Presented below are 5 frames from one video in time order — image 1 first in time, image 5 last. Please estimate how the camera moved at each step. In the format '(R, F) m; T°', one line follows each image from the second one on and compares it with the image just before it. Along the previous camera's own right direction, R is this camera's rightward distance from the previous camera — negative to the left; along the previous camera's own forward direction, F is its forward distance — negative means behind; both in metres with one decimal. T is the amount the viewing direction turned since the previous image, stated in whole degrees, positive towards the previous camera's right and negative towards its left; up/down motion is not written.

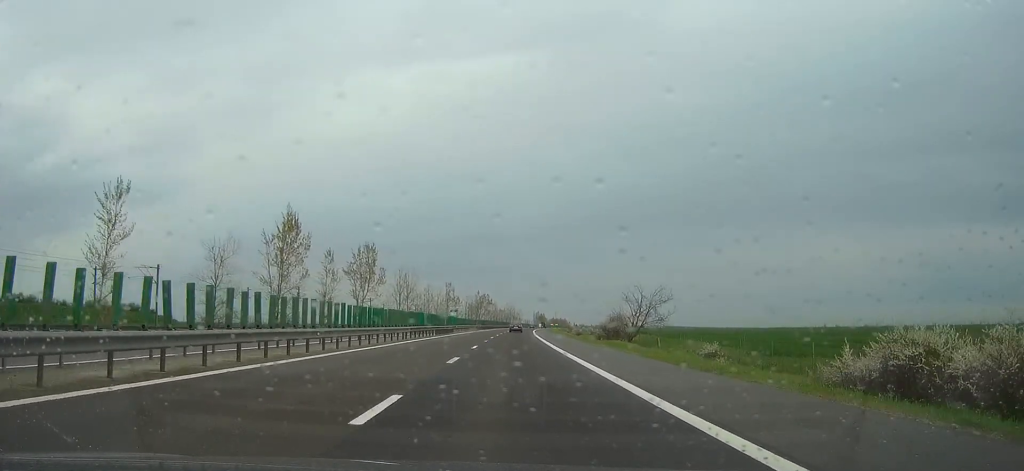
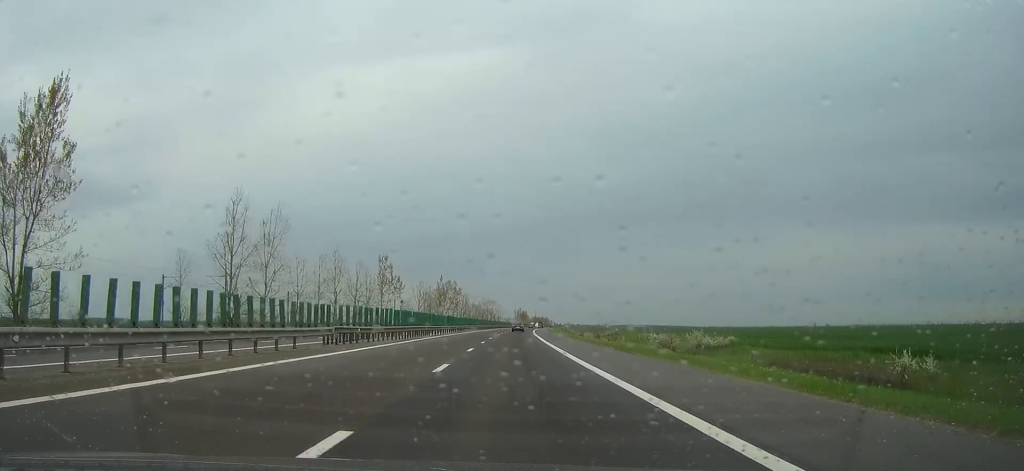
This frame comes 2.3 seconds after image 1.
(+2.0, +91.2) m; +1°
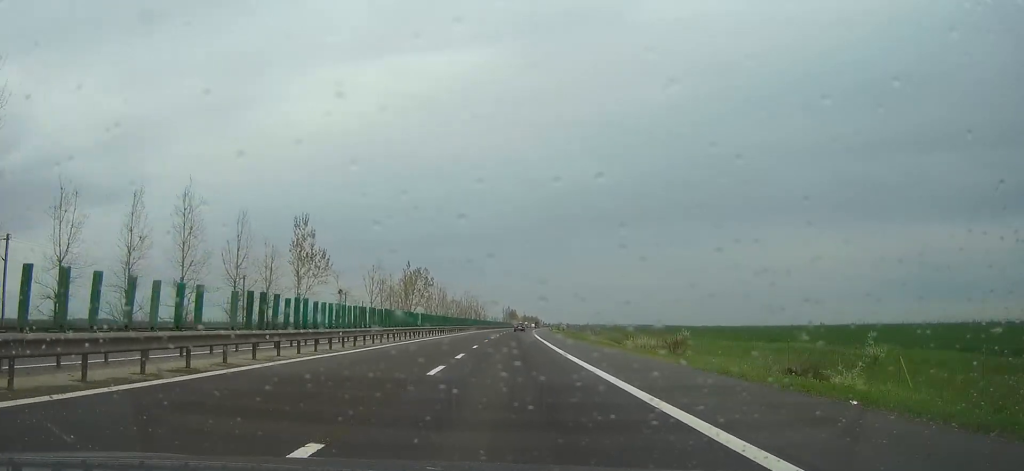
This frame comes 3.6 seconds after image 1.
(0.0, +50.6) m; 0°
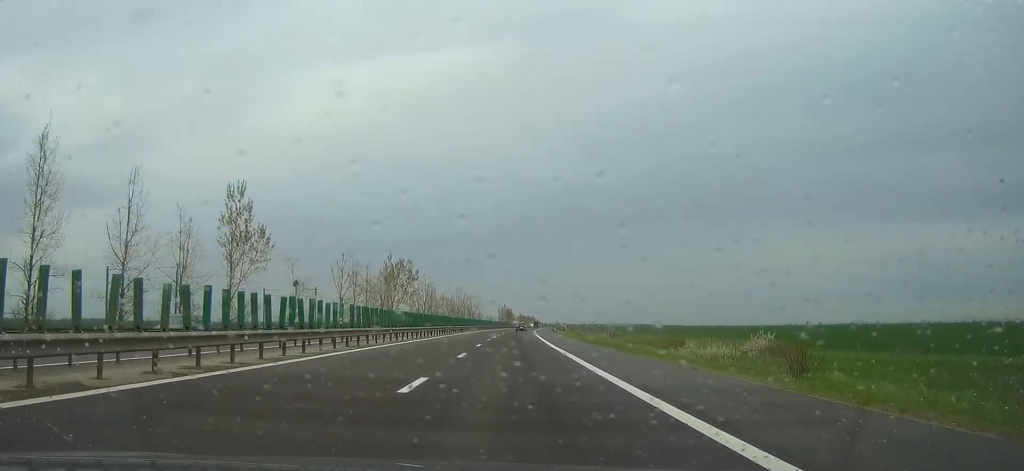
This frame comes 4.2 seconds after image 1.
(0.0, +21.7) m; 0°
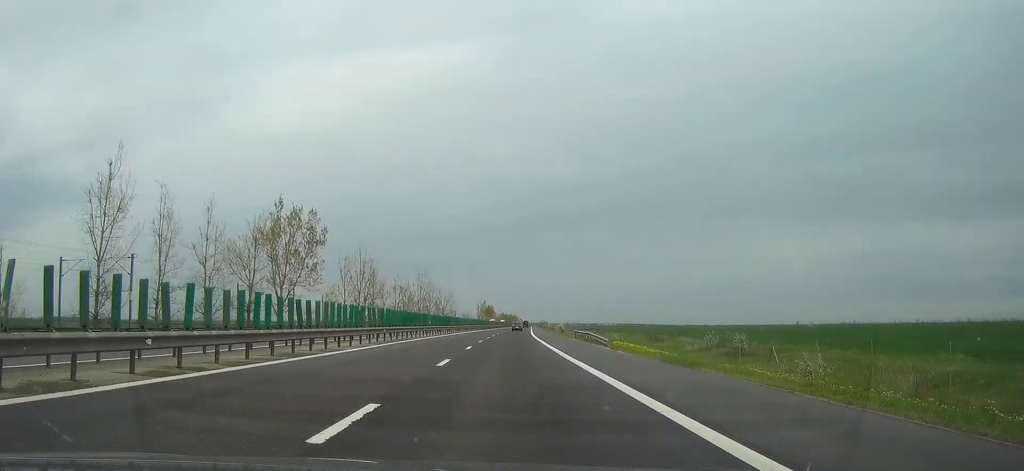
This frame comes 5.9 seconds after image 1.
(0.0, +63.7) m; 0°
